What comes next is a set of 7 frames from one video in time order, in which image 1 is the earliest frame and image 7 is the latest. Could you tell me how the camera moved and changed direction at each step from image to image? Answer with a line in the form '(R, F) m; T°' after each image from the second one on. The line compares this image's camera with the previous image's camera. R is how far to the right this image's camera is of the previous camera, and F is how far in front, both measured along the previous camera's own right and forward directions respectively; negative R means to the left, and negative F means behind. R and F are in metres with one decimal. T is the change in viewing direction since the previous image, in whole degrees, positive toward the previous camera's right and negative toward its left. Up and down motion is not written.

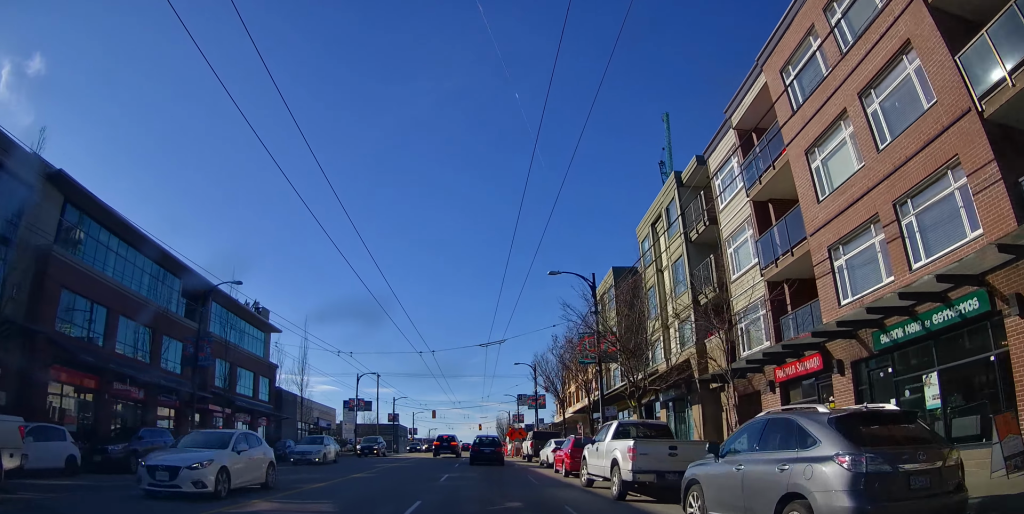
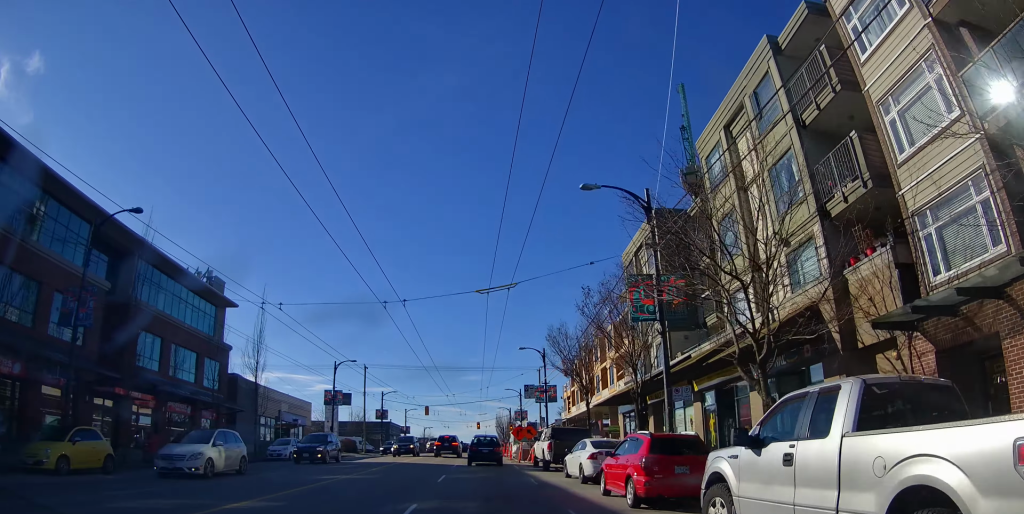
(+0.1, +9.7) m; 0°
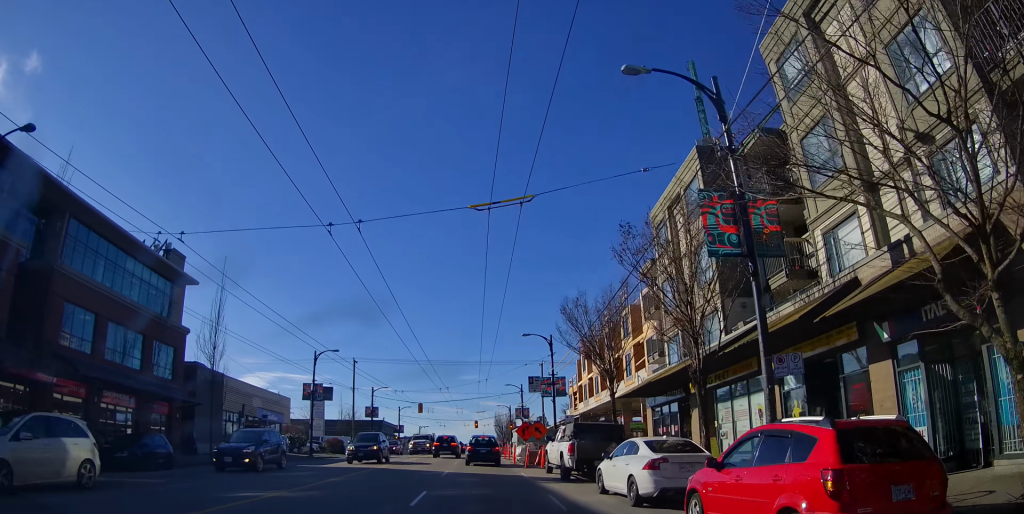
(0.0, +6.4) m; 0°
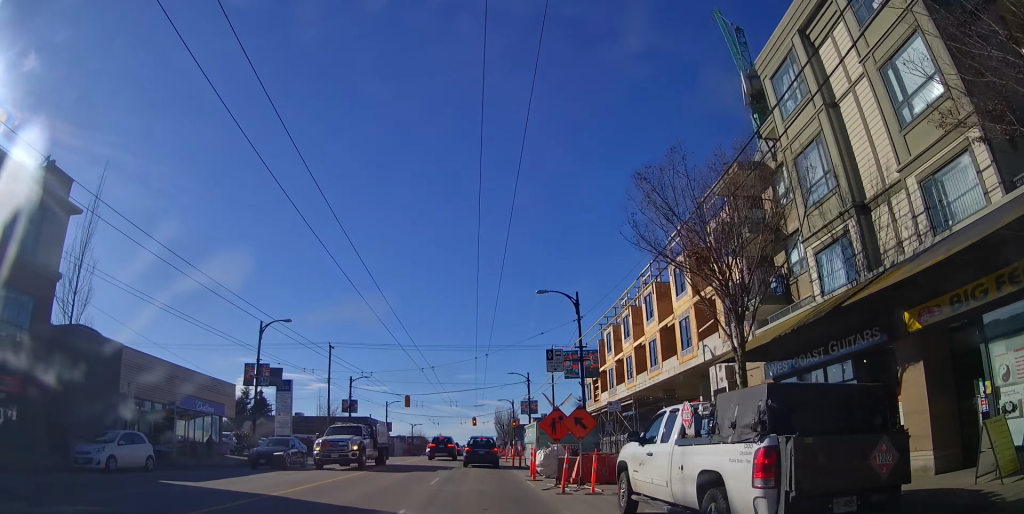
(0.0, +13.2) m; 0°
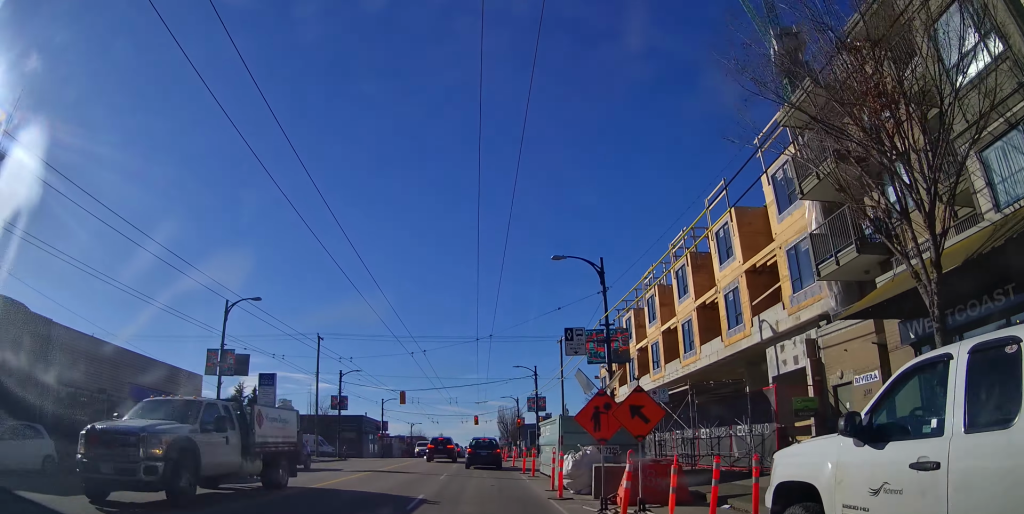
(0.0, +6.3) m; 0°
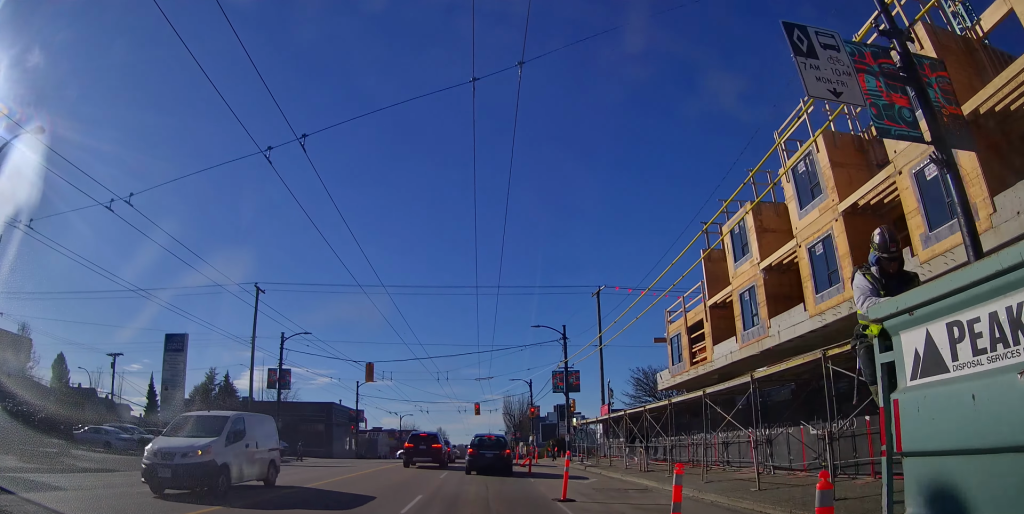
(0.0, +19.8) m; 0°
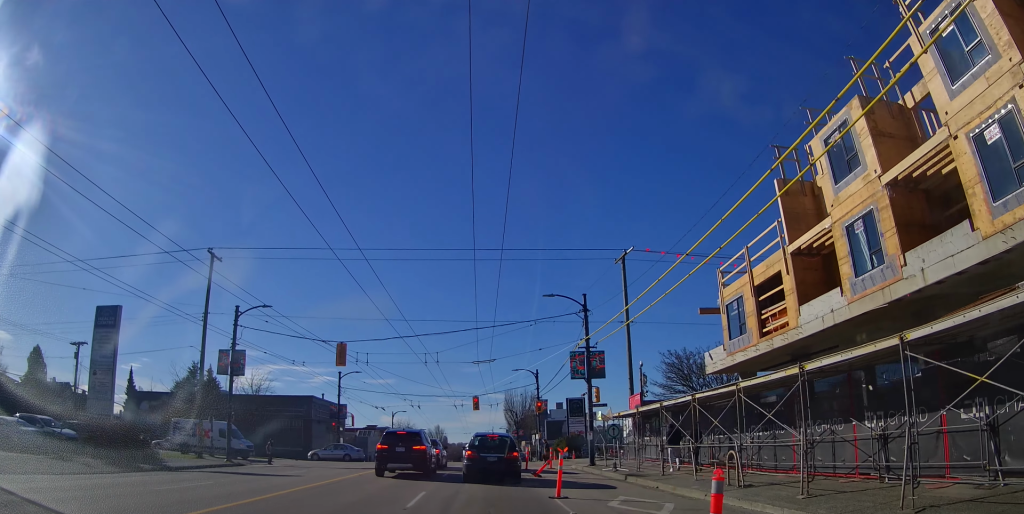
(0.0, +8.7) m; 0°
